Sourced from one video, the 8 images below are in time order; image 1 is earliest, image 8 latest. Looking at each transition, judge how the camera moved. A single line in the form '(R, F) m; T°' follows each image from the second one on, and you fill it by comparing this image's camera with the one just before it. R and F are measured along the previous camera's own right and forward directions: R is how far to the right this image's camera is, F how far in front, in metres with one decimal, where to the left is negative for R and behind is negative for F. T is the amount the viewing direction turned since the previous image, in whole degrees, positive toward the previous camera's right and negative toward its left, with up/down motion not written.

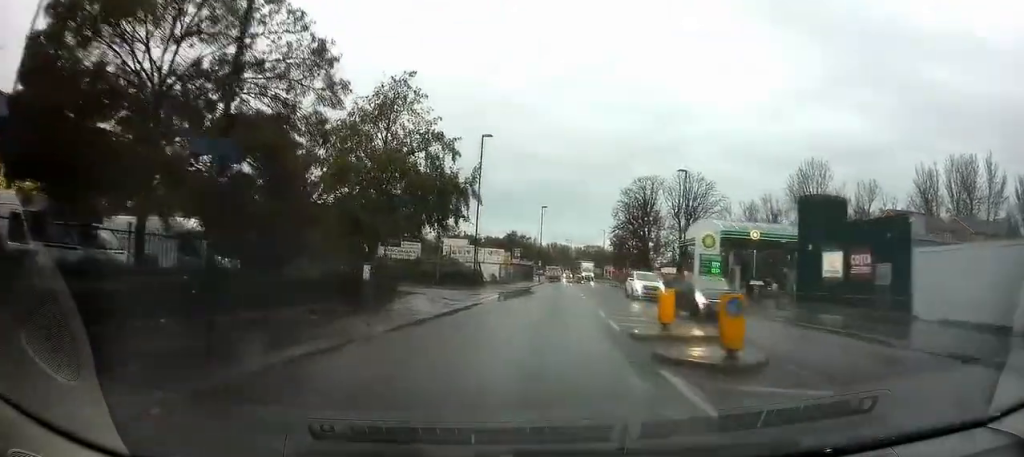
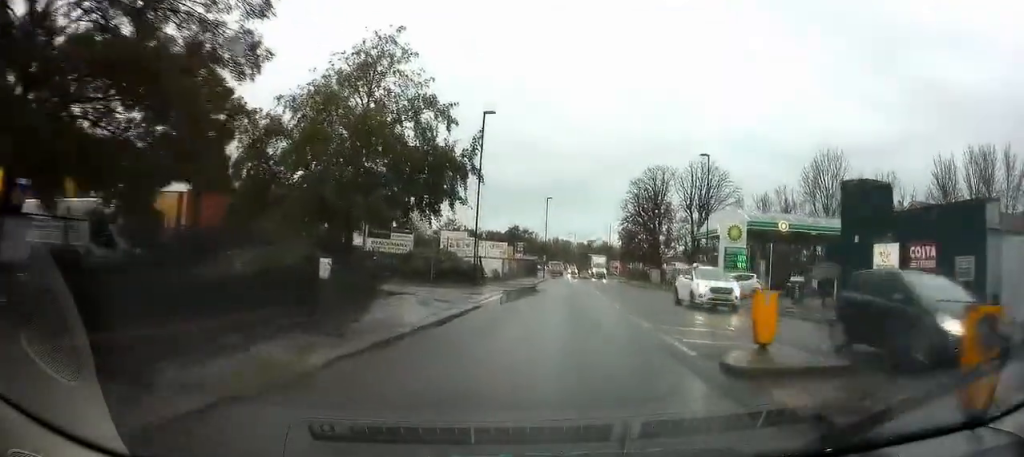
(-0.3, +4.7) m; -3°
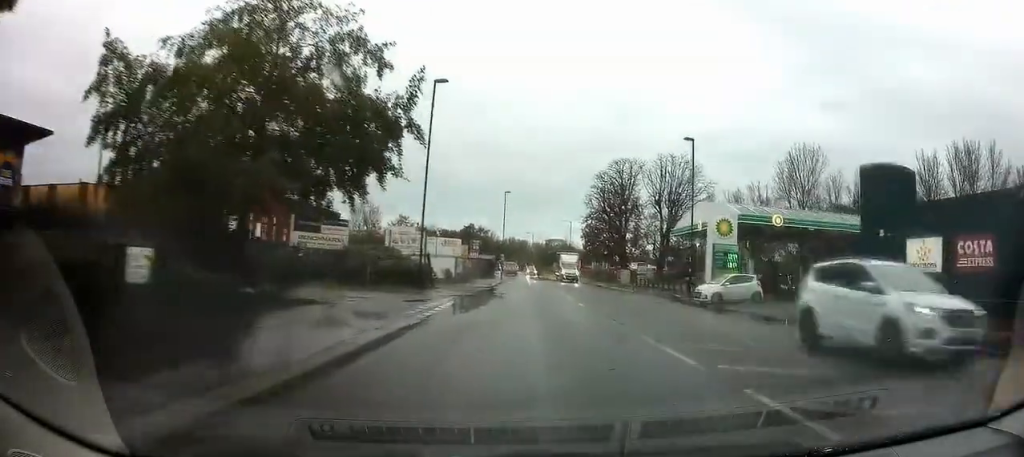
(-0.1, +5.7) m; +3°
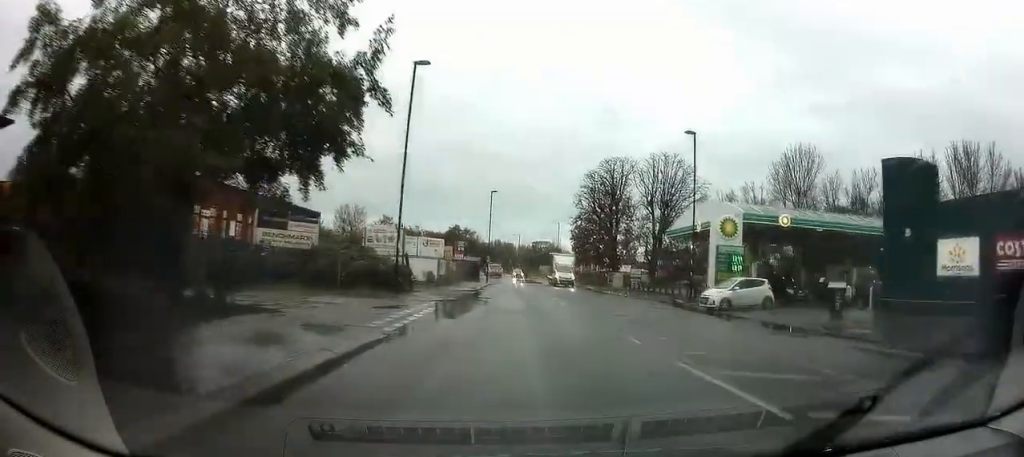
(-0.2, +2.7) m; +2°
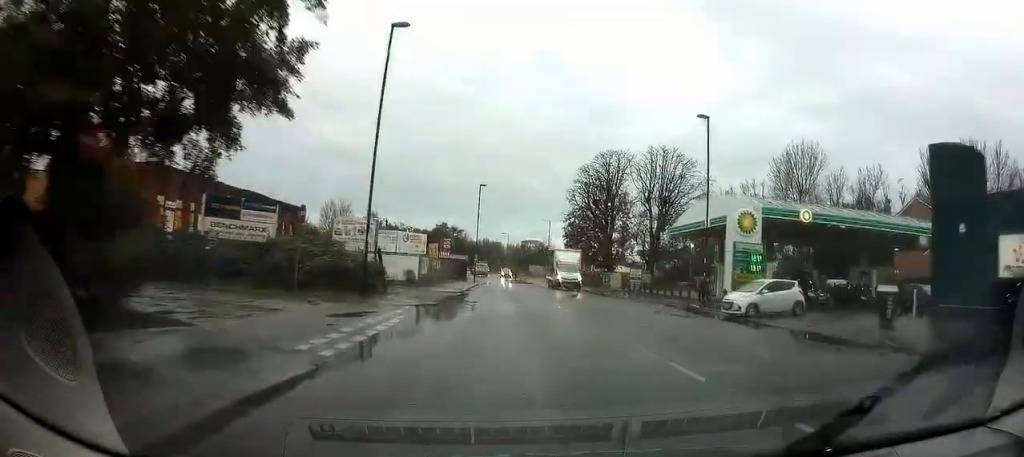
(+0.4, +3.9) m; +1°
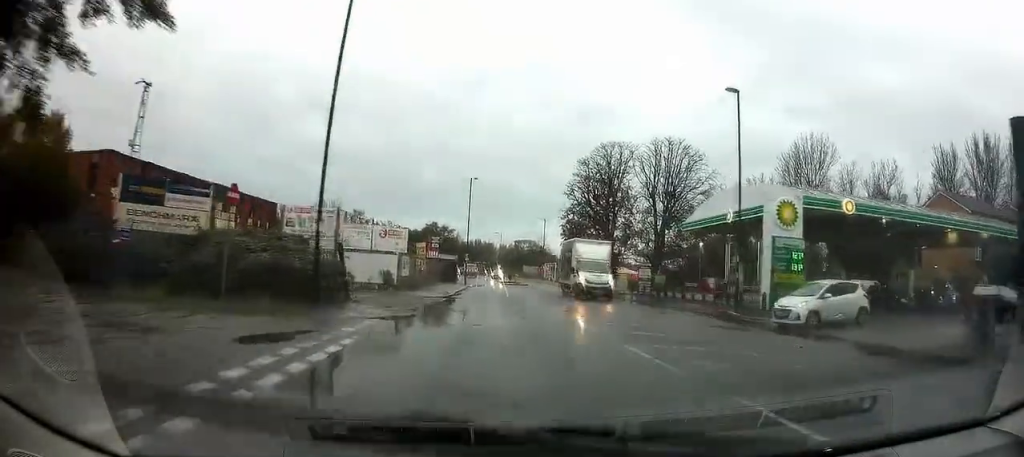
(+0.2, +4.7) m; +1°
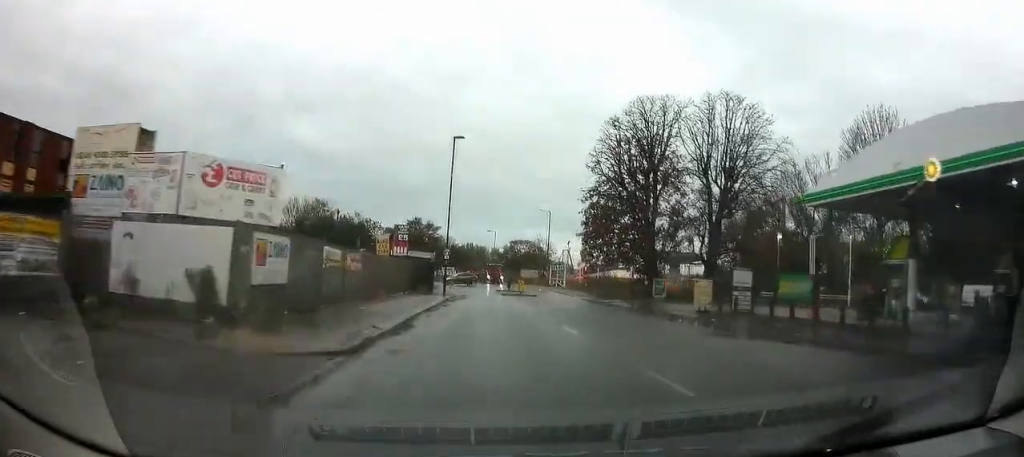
(+0.2, +17.4) m; +1°
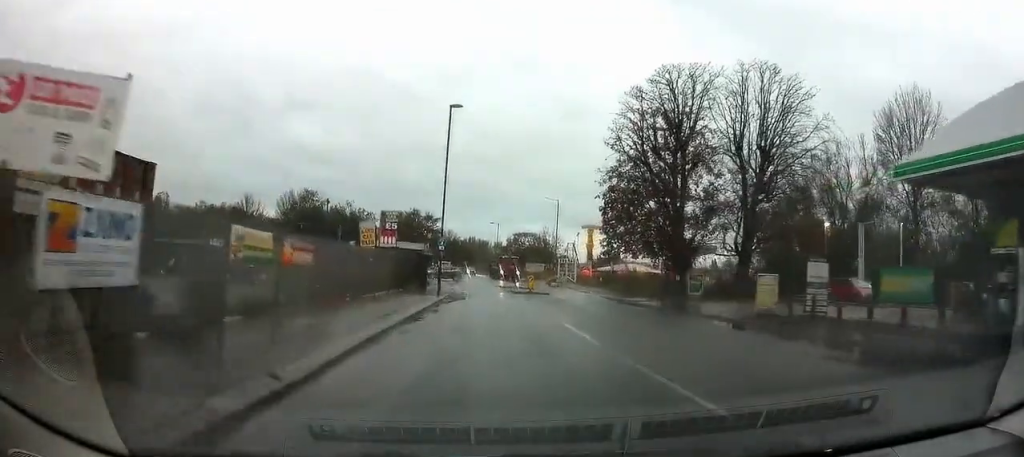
(-0.2, +6.3) m; -1°
